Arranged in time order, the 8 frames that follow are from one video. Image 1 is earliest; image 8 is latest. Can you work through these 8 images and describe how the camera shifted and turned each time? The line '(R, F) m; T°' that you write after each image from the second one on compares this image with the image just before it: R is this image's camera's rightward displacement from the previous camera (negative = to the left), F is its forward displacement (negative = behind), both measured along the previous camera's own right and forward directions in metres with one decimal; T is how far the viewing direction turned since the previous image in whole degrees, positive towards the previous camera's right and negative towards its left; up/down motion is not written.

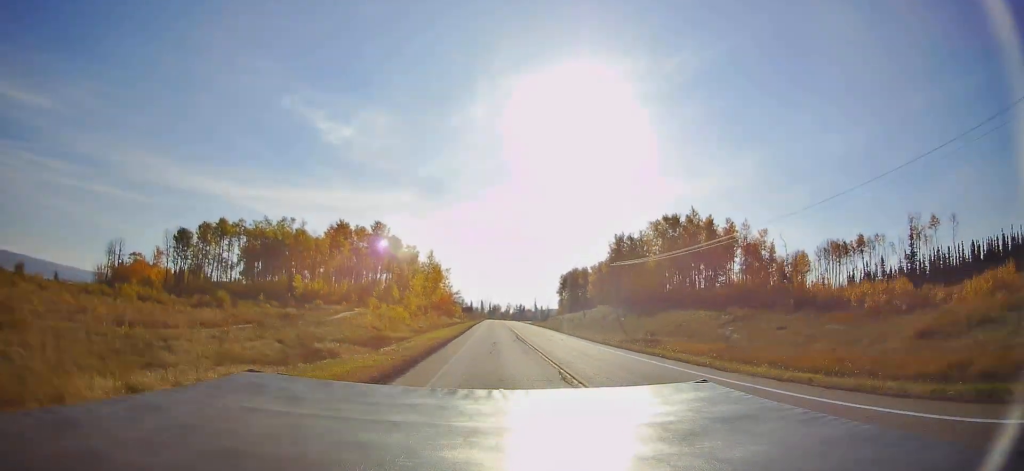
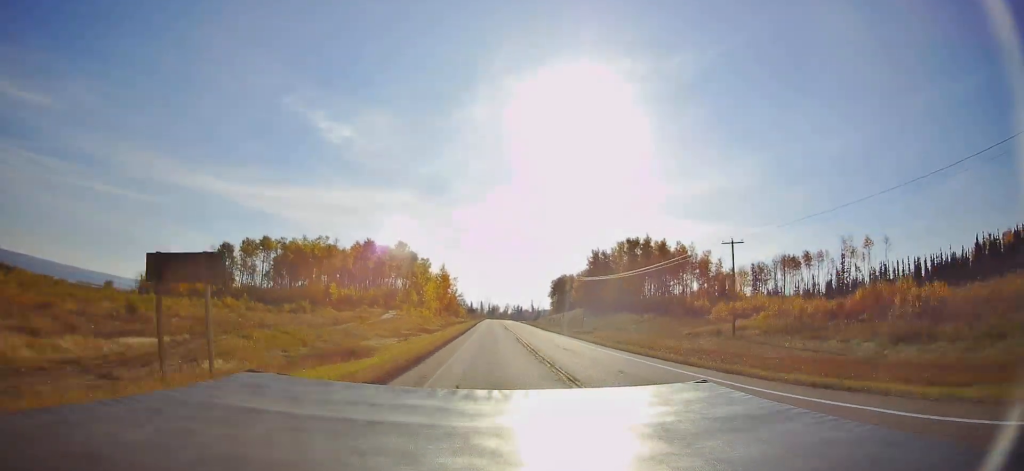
(-0.1, +33.6) m; 0°
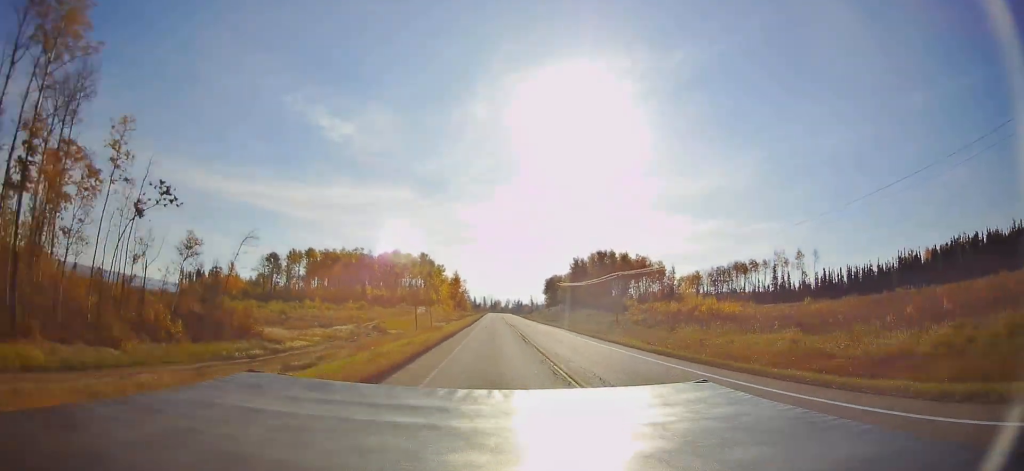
(+0.3, +46.7) m; 0°
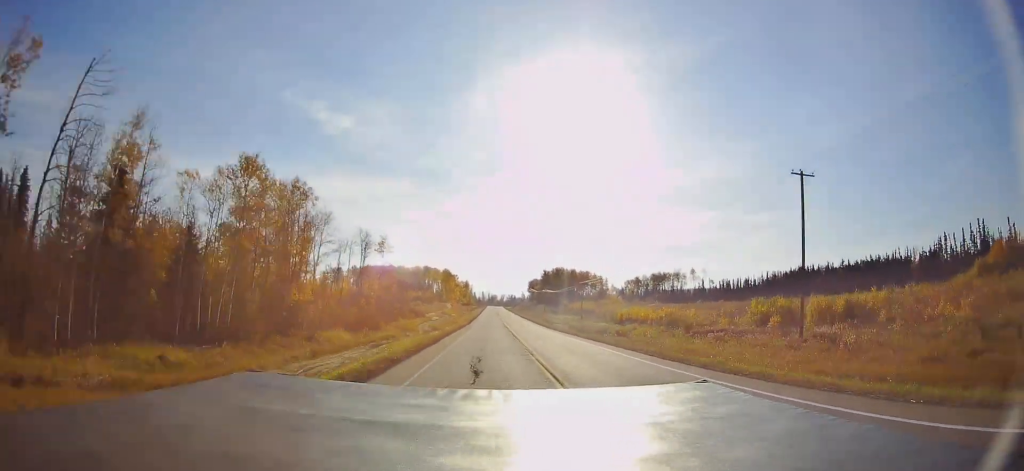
(-0.2, +118.0) m; 0°
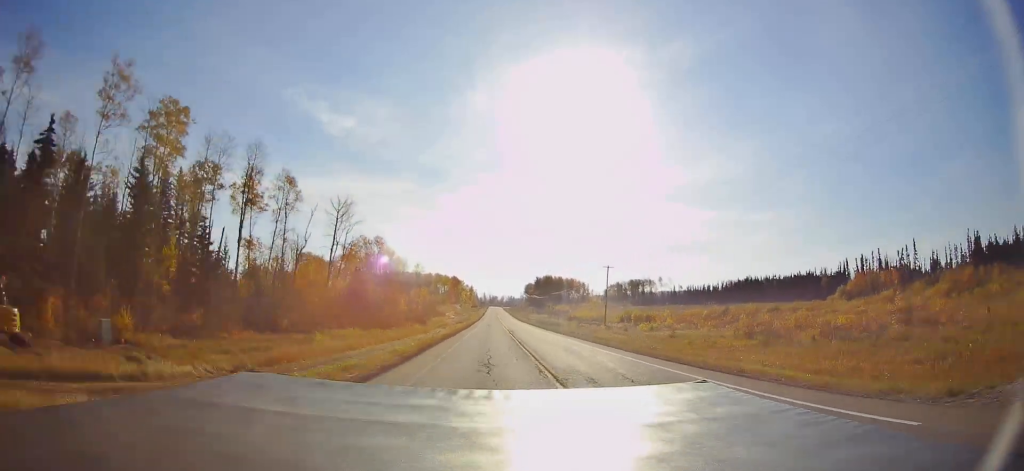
(+0.1, +66.6) m; 0°
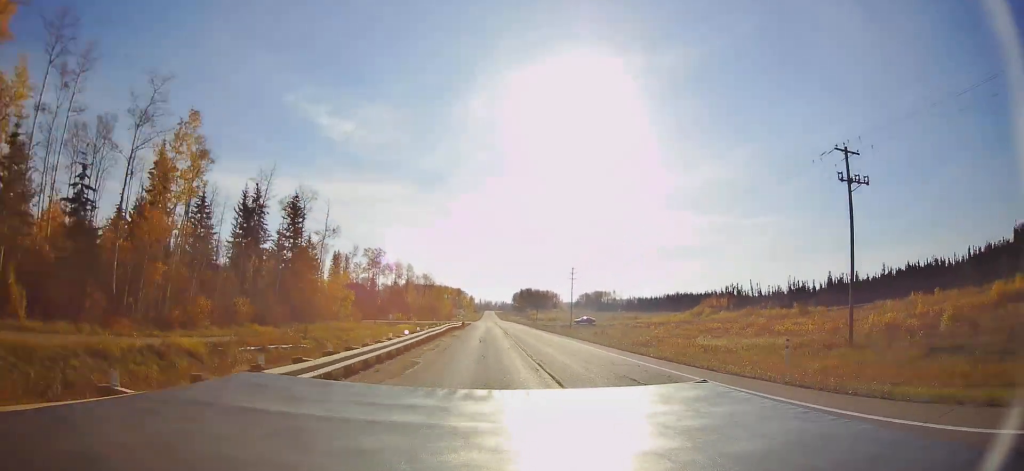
(+0.3, +127.0) m; 0°
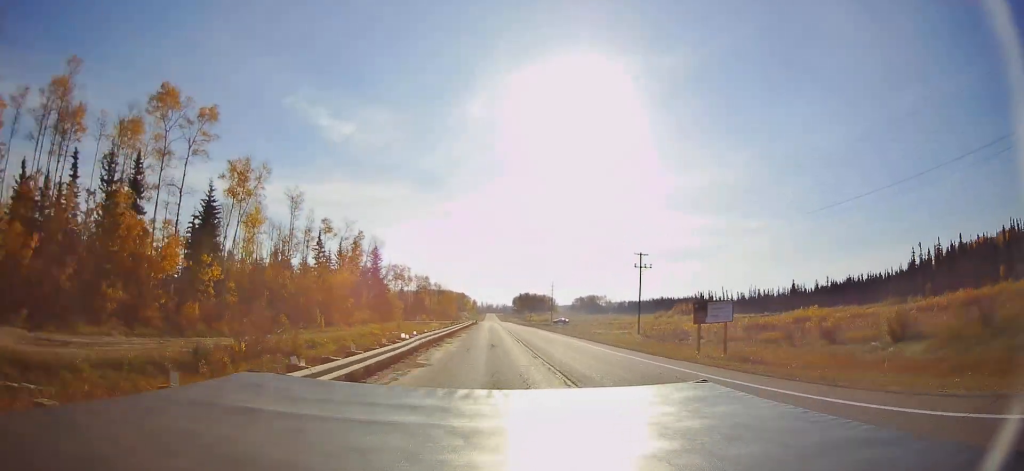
(0.0, +47.5) m; +1°
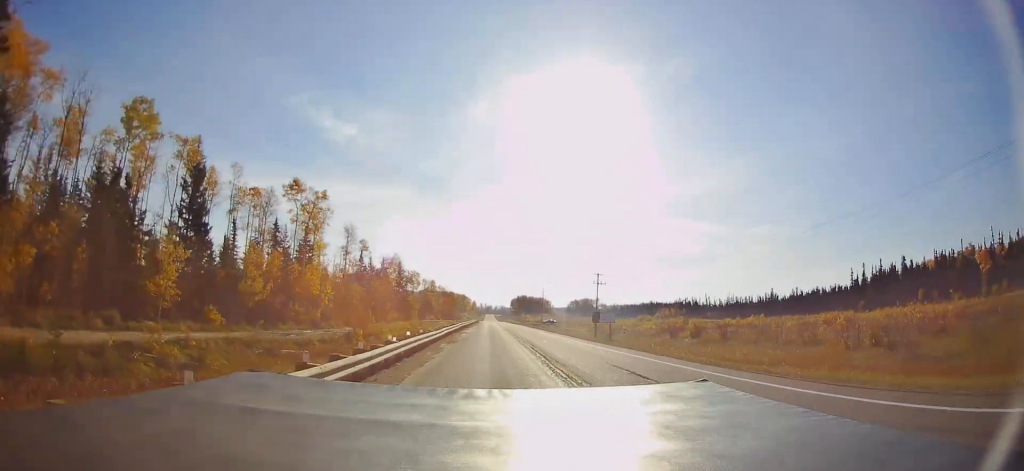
(-0.3, +30.8) m; +1°
